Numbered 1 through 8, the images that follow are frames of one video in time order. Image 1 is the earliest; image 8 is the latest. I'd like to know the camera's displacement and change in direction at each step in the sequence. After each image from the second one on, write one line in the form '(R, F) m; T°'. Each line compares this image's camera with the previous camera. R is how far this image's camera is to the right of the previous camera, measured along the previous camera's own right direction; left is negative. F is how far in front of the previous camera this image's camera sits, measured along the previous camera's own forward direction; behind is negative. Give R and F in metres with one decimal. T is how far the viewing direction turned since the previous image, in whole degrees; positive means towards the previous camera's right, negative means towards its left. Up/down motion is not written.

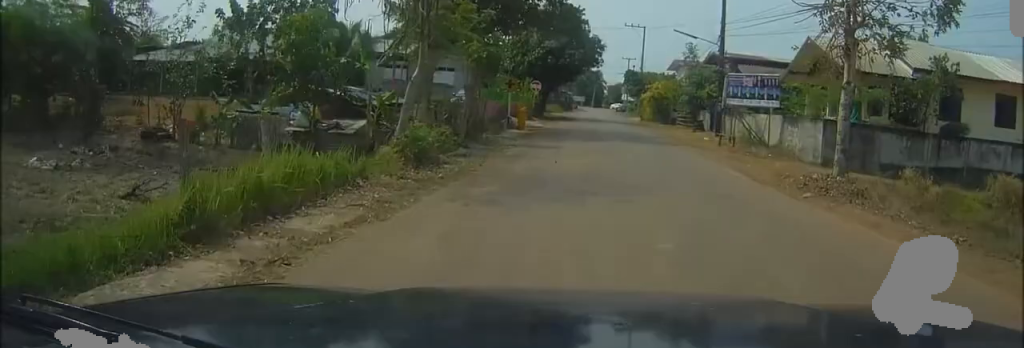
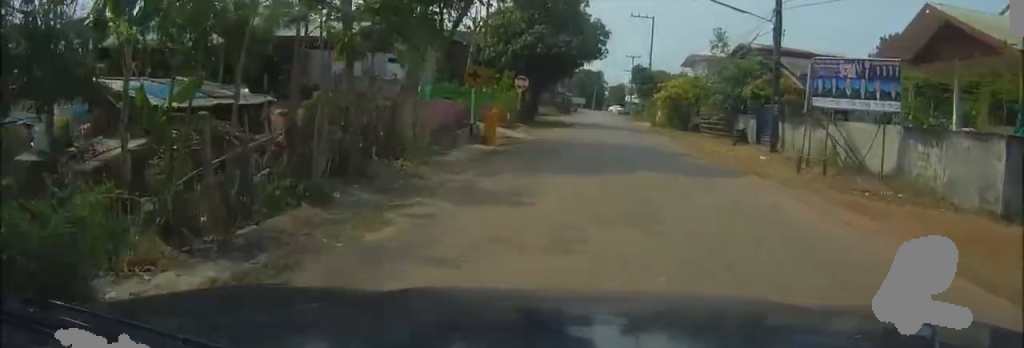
(0.0, +10.2) m; 0°
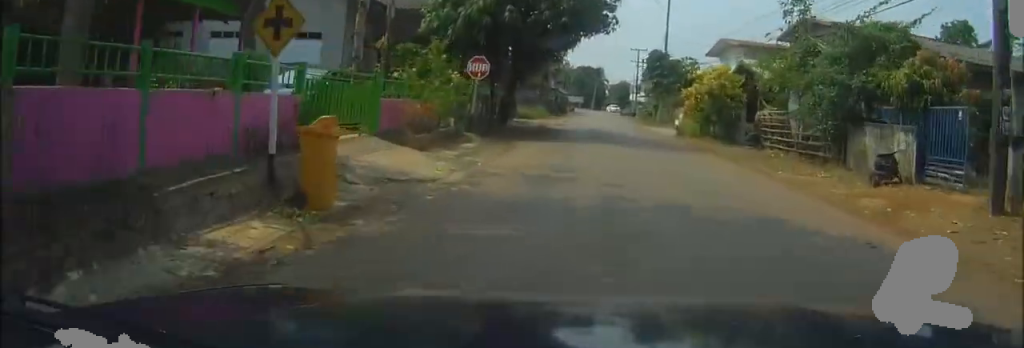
(0.0, +14.0) m; 0°
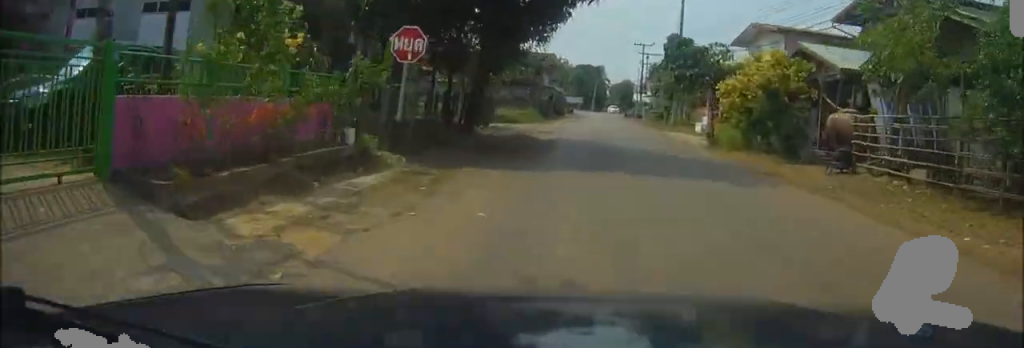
(0.0, +8.8) m; 0°
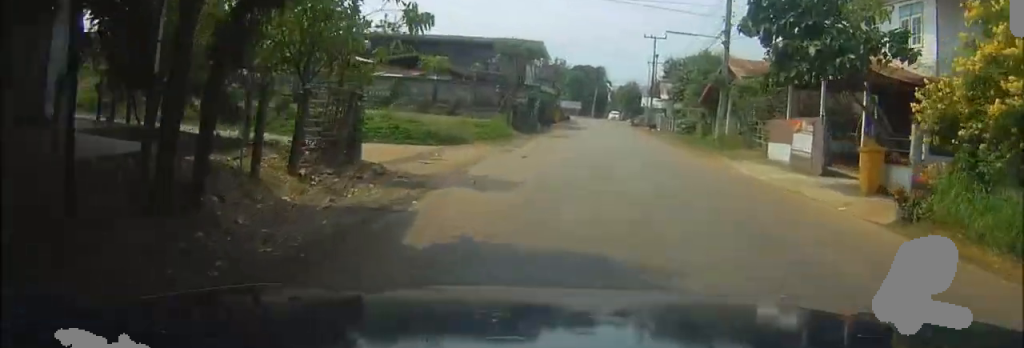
(+0.1, +15.9) m; +1°
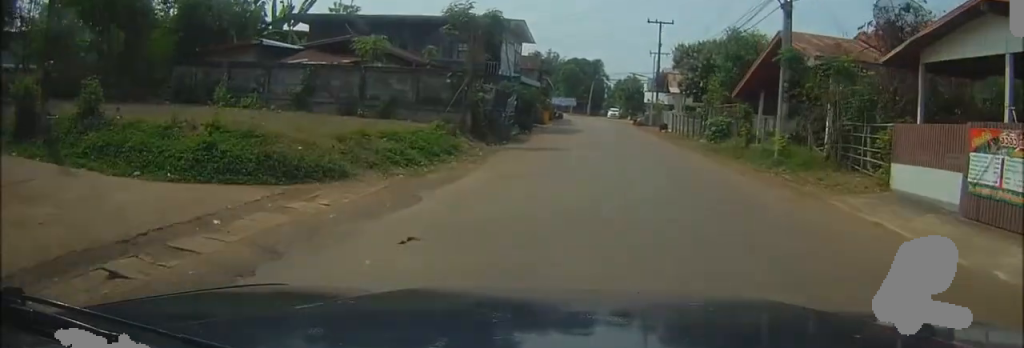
(0.0, +9.8) m; 0°
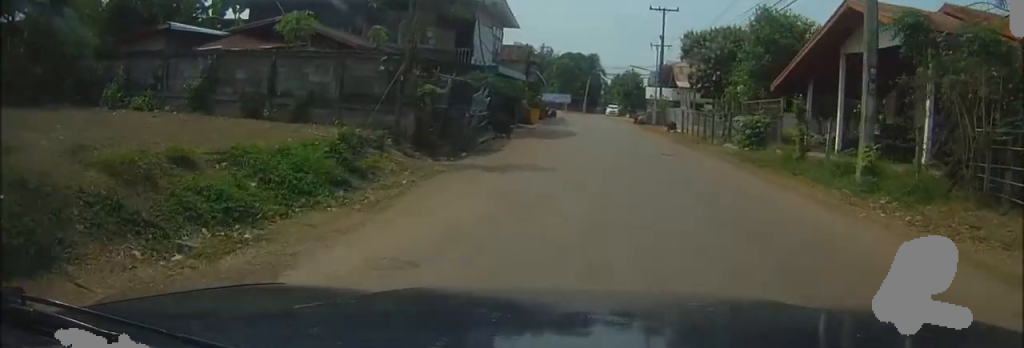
(0.0, +6.5) m; 0°
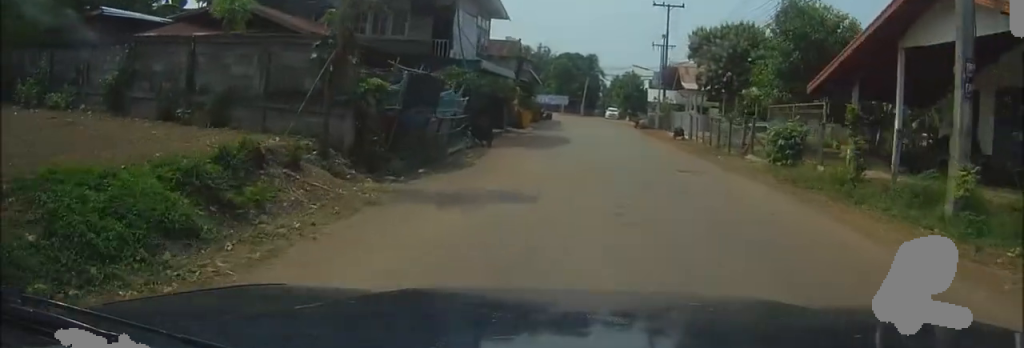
(0.0, +3.8) m; 0°
